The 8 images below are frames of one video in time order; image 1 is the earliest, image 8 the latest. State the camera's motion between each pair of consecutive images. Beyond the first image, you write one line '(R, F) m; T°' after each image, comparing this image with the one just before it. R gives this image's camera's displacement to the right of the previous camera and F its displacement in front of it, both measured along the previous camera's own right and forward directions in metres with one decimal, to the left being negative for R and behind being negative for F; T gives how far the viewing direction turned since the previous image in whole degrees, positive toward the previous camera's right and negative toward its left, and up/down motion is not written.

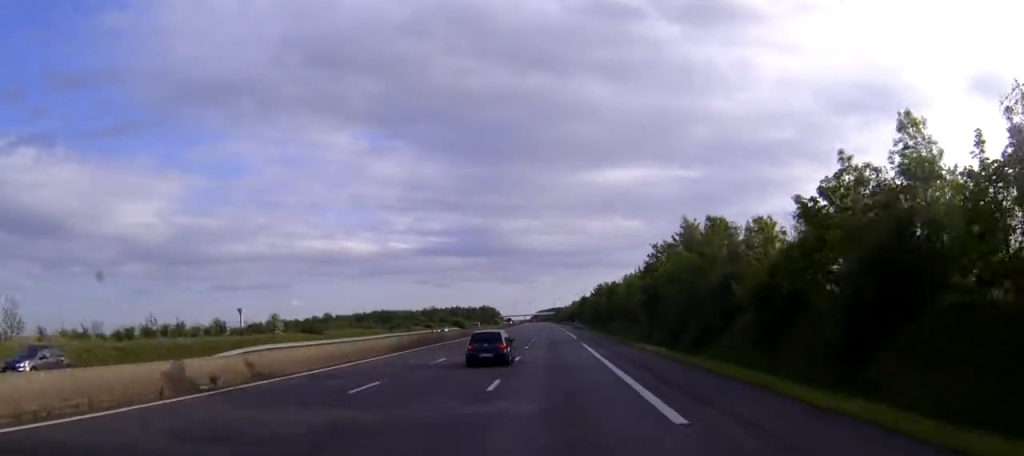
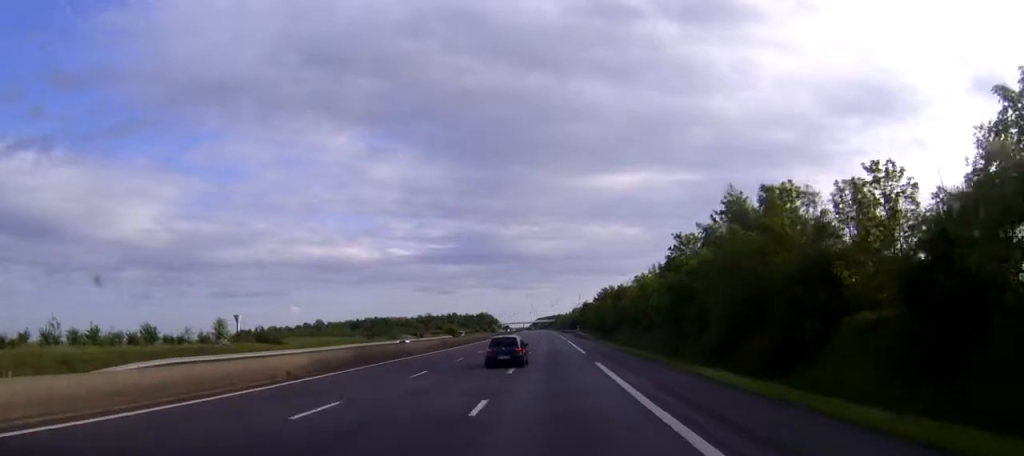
(0.0, +16.8) m; 0°
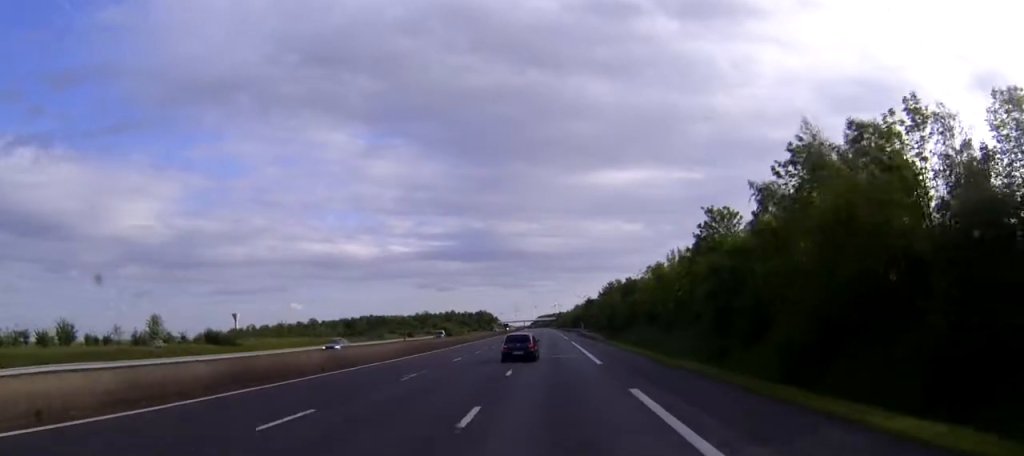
(0.0, +15.0) m; 0°
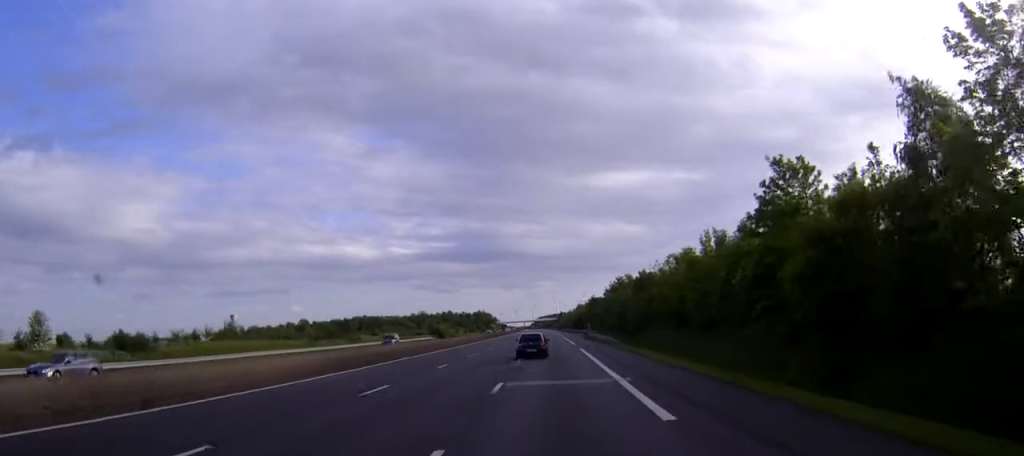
(0.0, +18.8) m; 0°
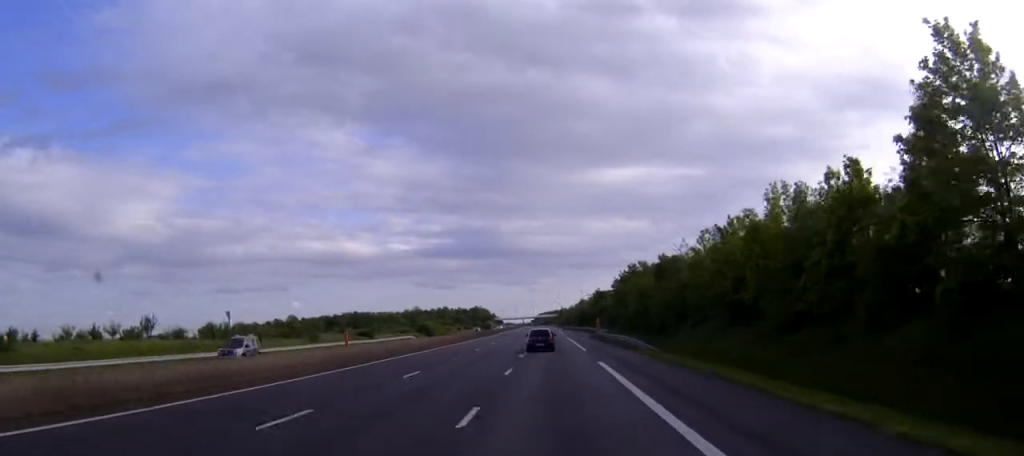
(0.0, +20.7) m; 0°
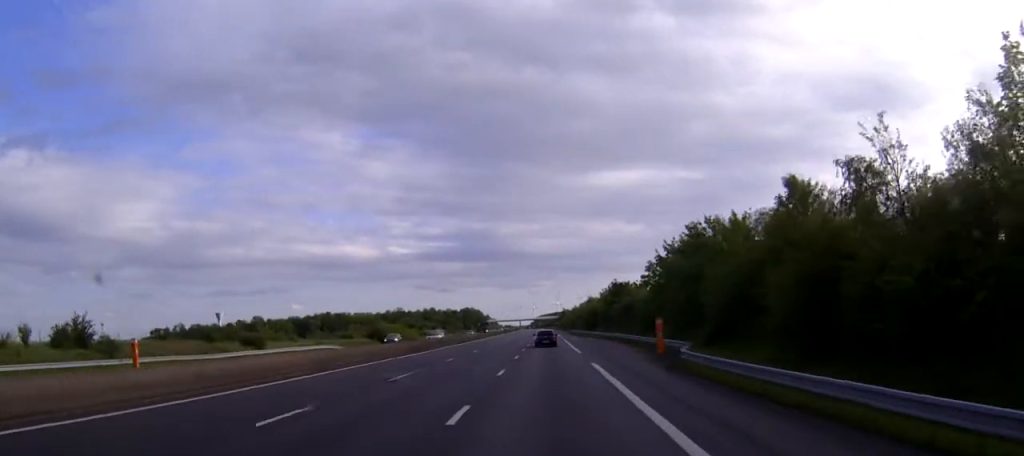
(0.0, +51.7) m; 0°
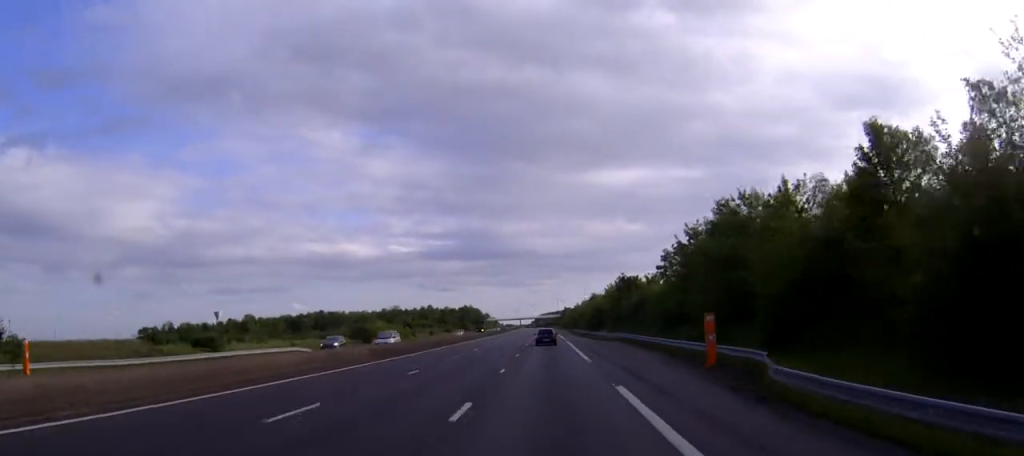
(0.0, +12.2) m; 0°
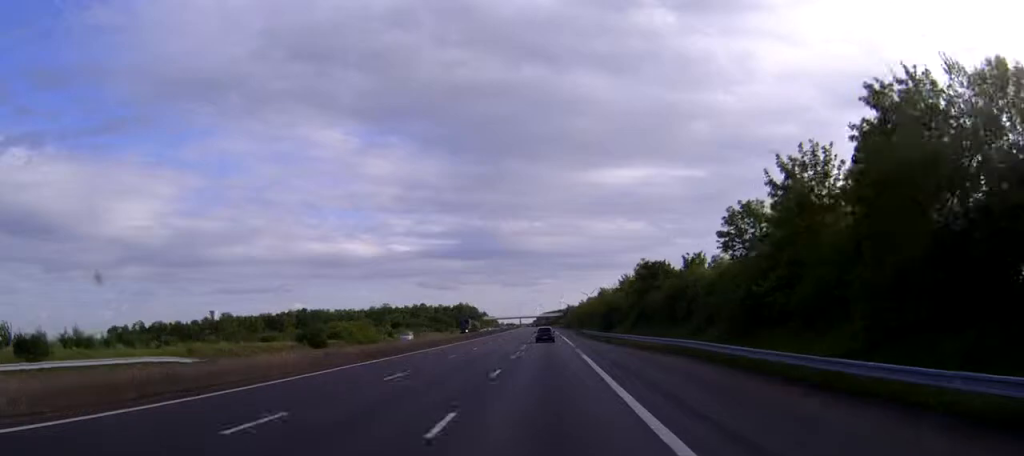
(0.0, +28.2) m; 0°
